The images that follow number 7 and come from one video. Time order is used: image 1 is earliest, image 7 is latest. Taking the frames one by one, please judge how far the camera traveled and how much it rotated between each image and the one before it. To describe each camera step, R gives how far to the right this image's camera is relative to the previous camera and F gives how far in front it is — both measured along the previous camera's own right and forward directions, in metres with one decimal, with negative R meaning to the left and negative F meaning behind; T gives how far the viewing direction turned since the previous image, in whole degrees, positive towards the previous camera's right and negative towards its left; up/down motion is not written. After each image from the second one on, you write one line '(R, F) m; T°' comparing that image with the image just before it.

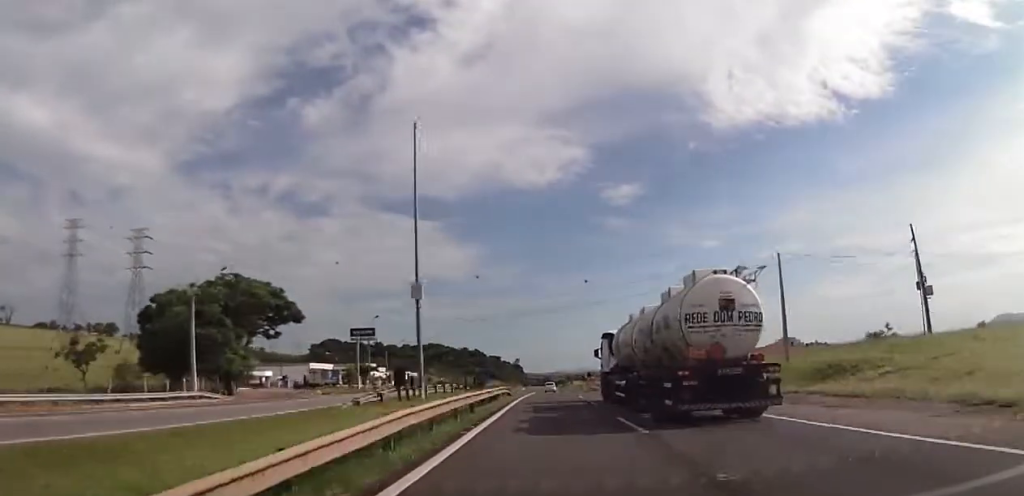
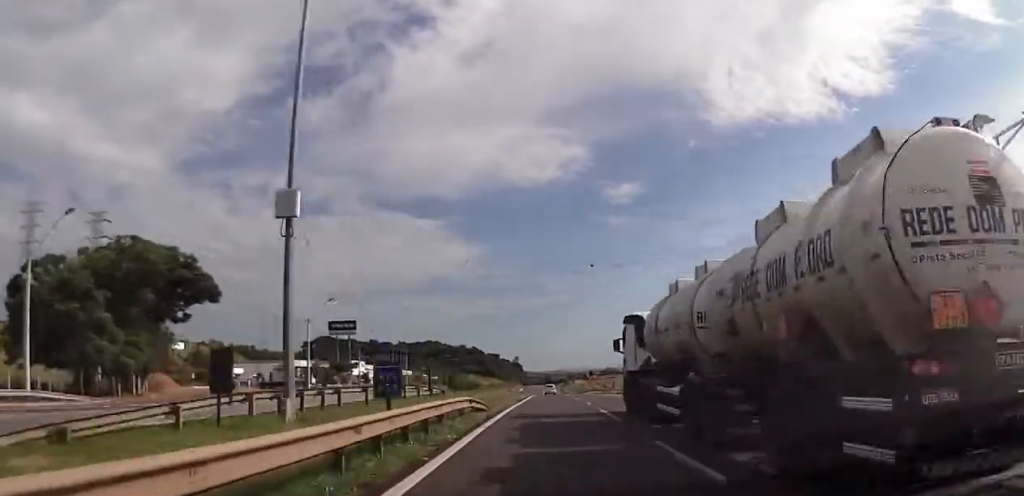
(0.0, +18.9) m; 0°
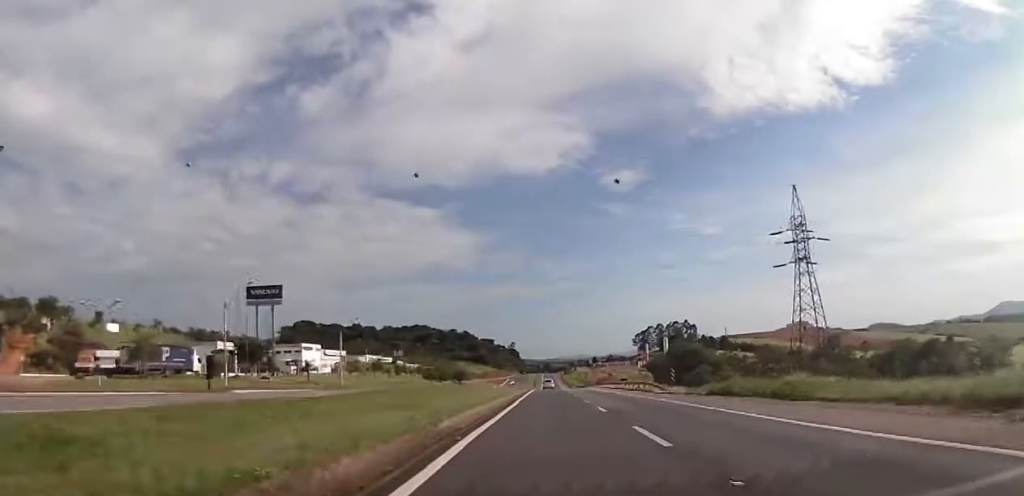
(0.0, +47.1) m; 0°
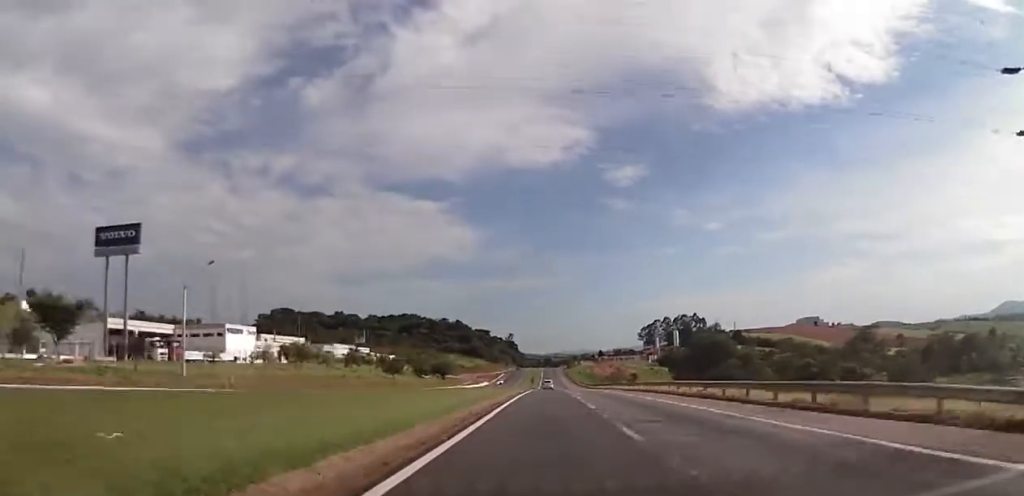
(+0.5, +46.0) m; 0°
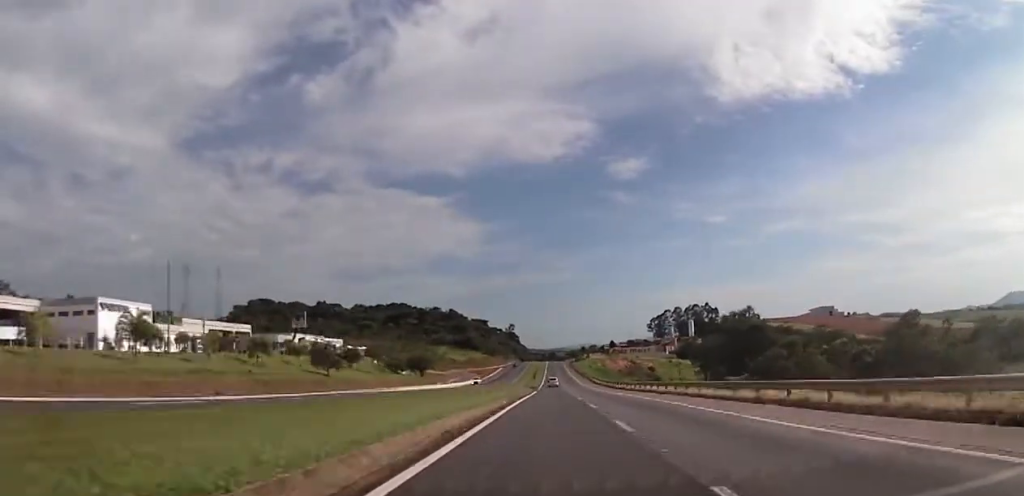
(-0.3, +44.9) m; -1°
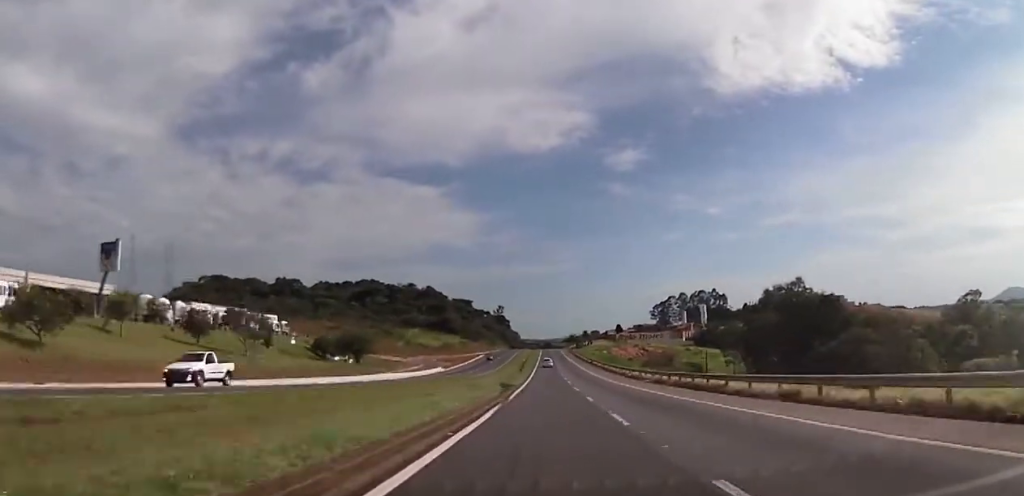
(0.0, +58.4) m; 0°
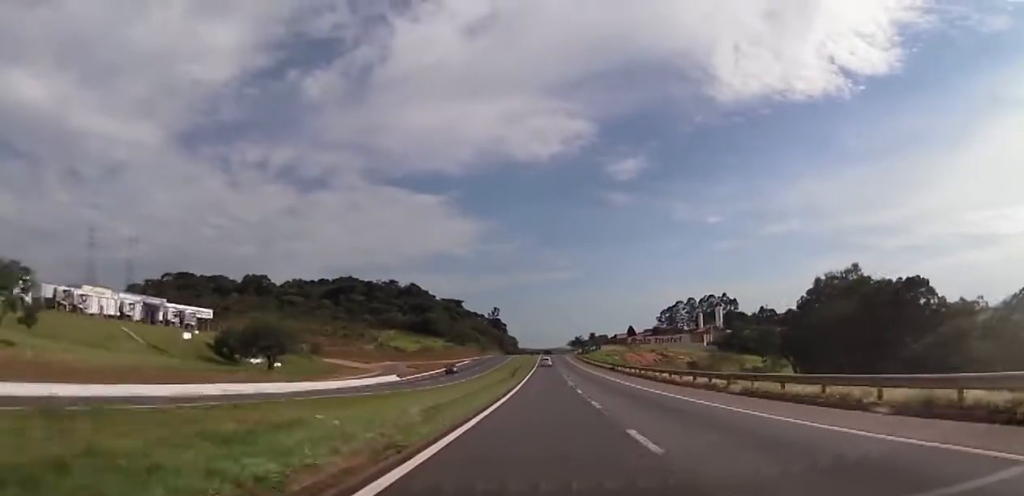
(-0.1, +40.1) m; 0°
